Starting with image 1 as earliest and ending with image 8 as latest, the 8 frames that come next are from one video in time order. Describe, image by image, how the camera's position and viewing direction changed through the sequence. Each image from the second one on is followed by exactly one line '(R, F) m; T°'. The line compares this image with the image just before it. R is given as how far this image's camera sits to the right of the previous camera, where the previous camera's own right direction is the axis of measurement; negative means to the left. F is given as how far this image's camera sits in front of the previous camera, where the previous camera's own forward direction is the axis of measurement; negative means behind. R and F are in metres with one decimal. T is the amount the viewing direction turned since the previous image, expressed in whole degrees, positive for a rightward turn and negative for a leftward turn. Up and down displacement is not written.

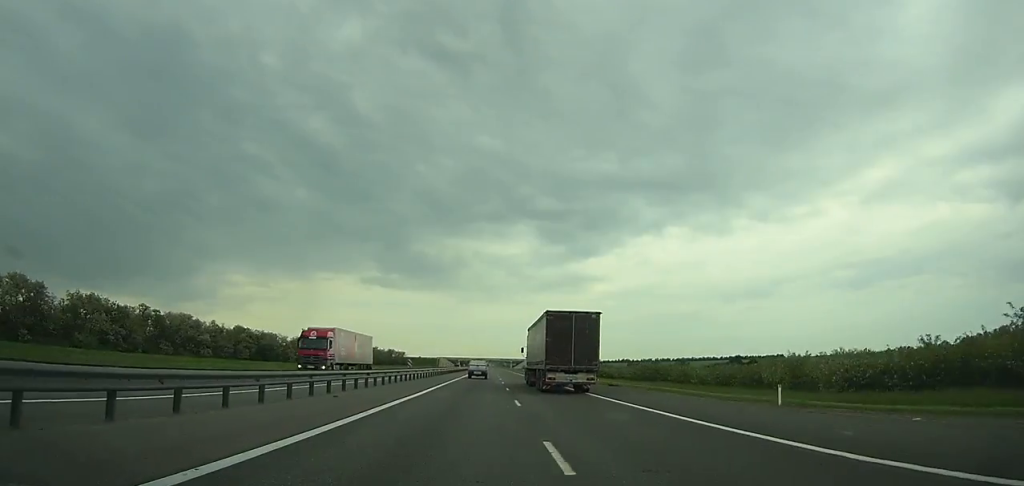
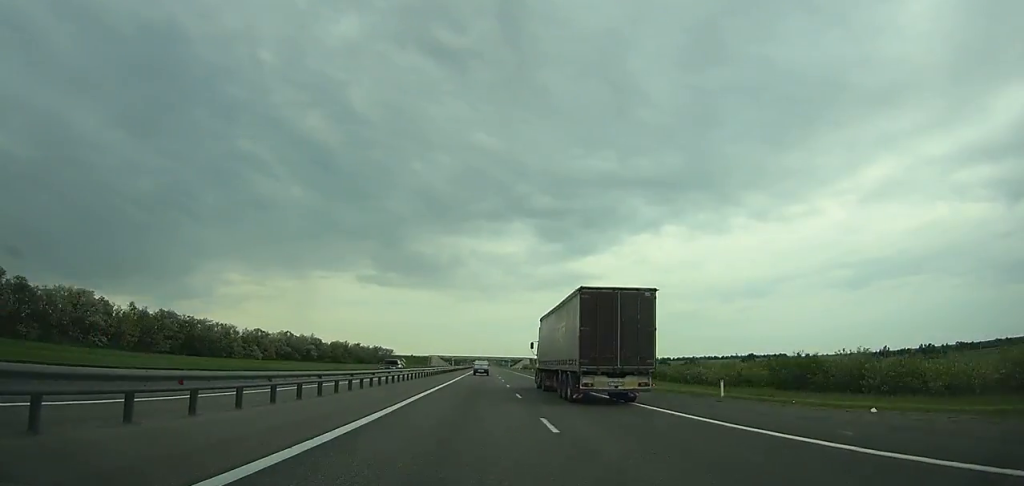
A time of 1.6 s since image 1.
(+0.1, +43.8) m; 0°
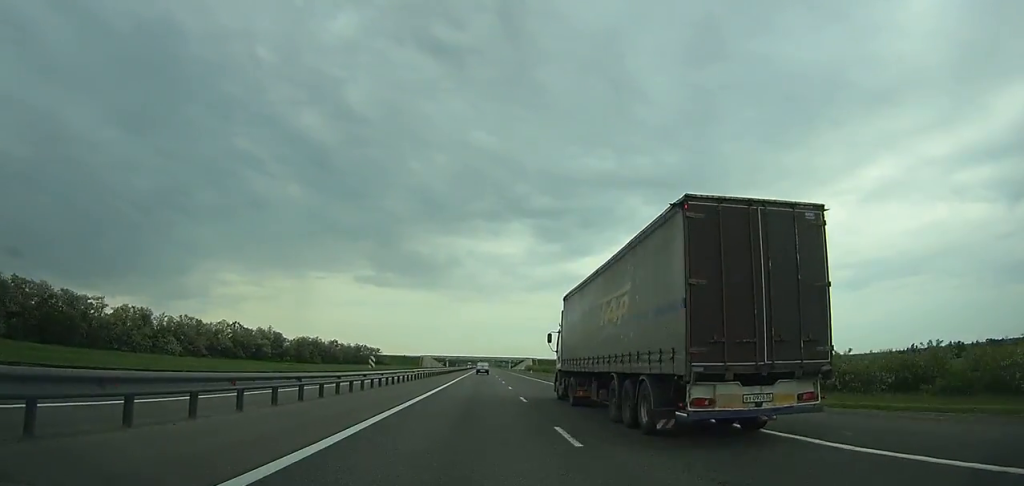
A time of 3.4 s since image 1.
(+0.1, +50.5) m; 0°
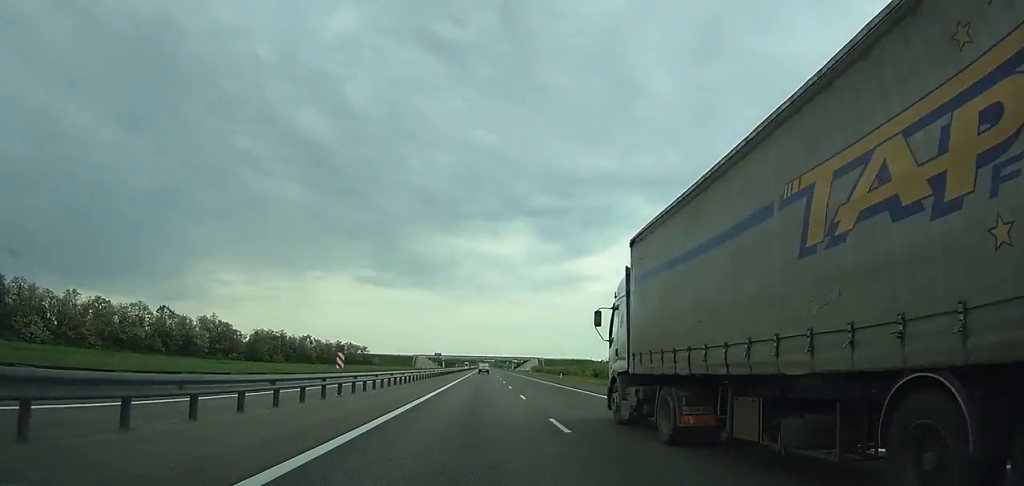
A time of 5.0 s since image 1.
(0.0, +45.2) m; 0°
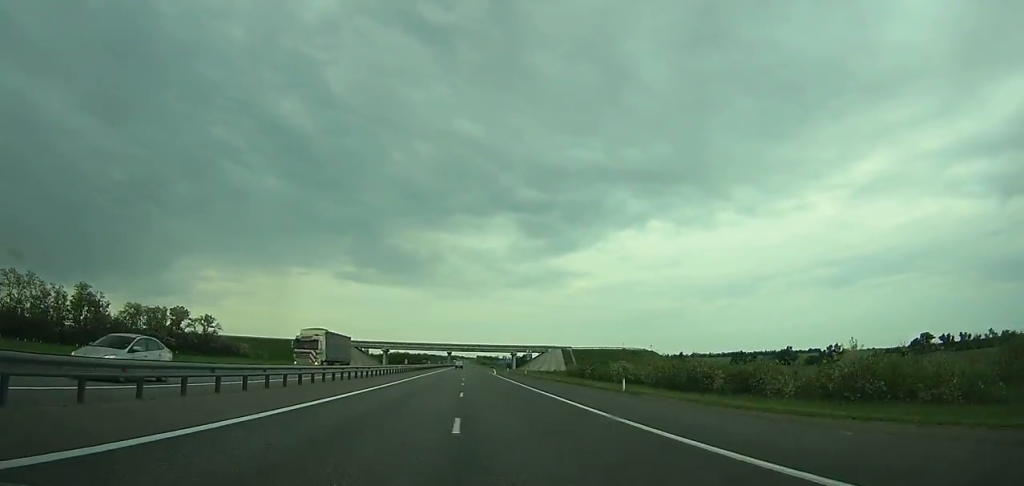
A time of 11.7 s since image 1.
(+1.8, +193.0) m; +1°
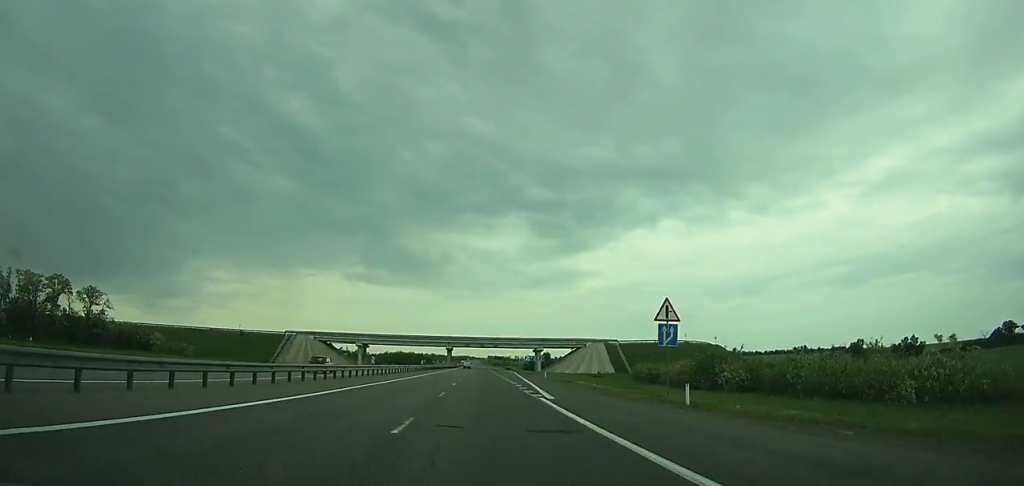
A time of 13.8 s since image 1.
(+0.3, +60.3) m; 0°
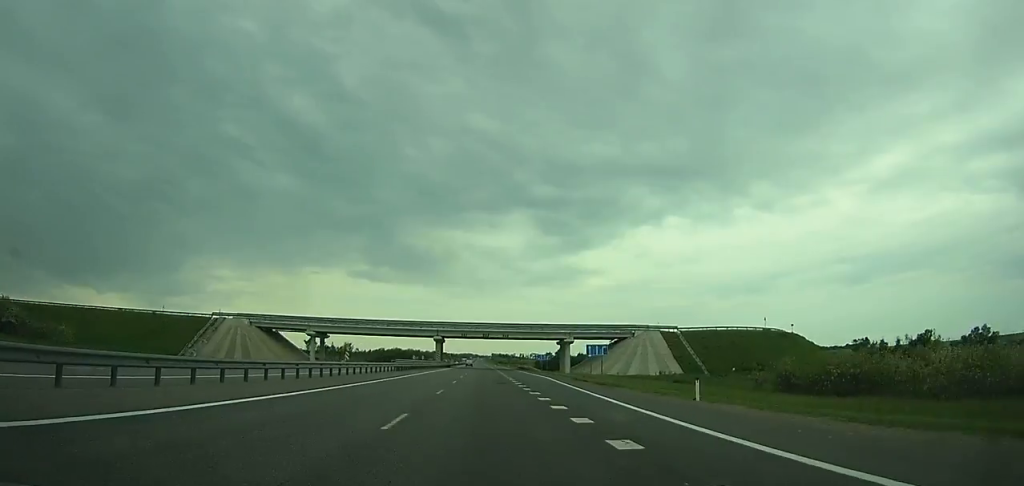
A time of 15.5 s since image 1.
(-0.1, +48.2) m; 0°
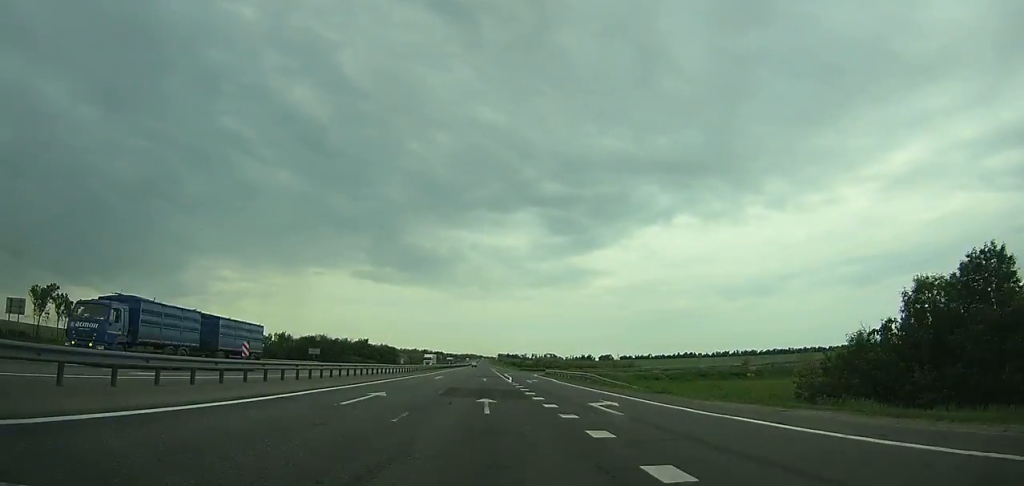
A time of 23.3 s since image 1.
(-1.8, +216.3) m; -1°
